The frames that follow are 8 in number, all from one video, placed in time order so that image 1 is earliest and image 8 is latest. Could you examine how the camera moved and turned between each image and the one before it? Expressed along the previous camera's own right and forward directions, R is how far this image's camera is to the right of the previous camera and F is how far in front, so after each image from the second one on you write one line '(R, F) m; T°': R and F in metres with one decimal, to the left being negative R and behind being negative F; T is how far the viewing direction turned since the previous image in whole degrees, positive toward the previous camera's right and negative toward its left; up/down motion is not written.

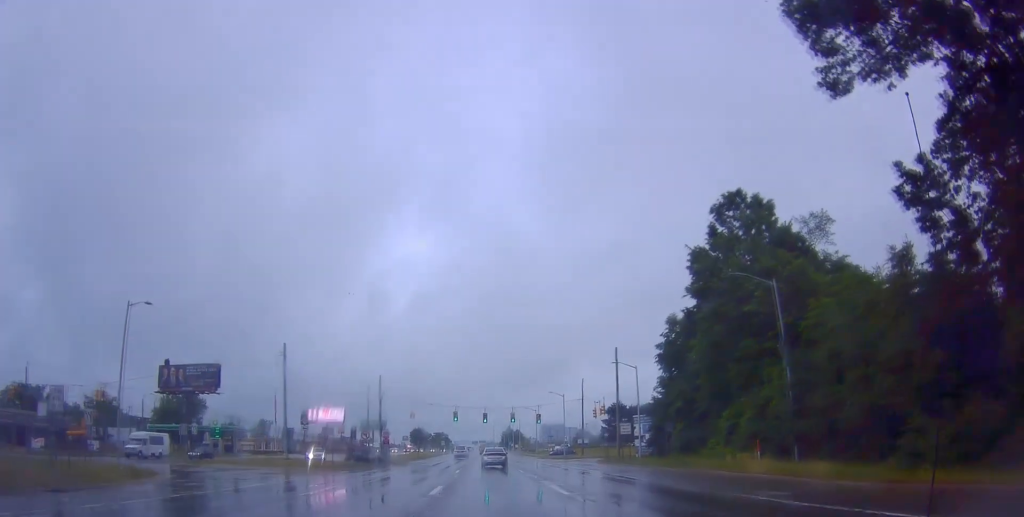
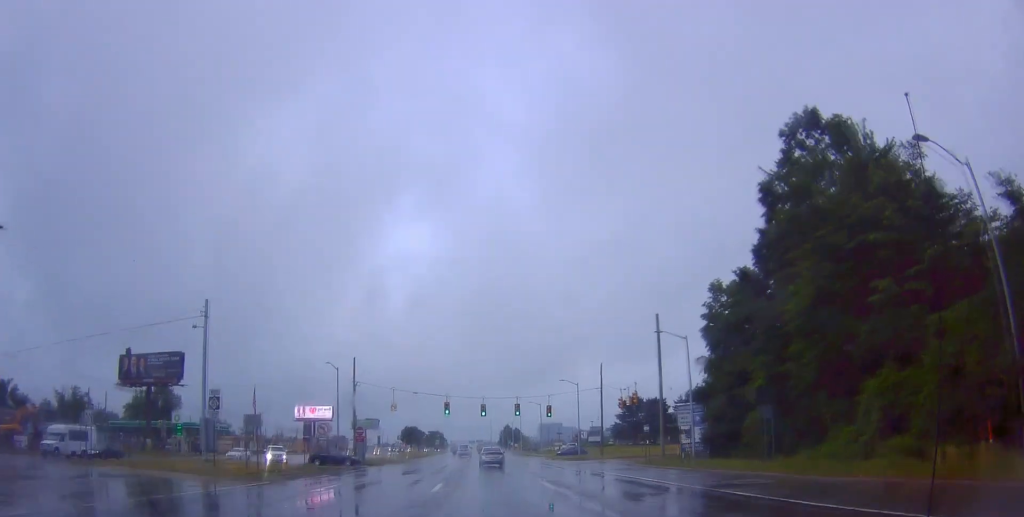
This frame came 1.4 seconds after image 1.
(+0.7, +12.9) m; +3°
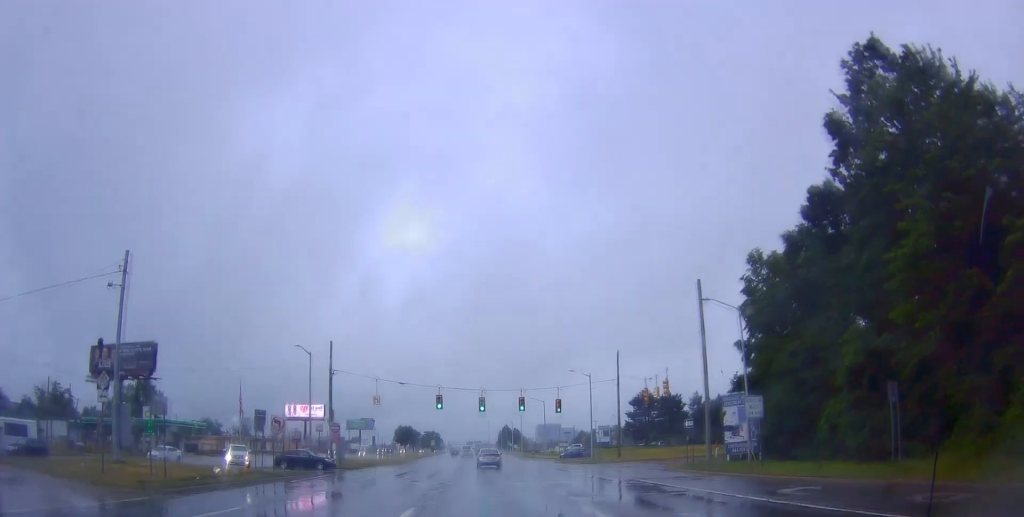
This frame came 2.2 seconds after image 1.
(0.0, +8.1) m; 0°
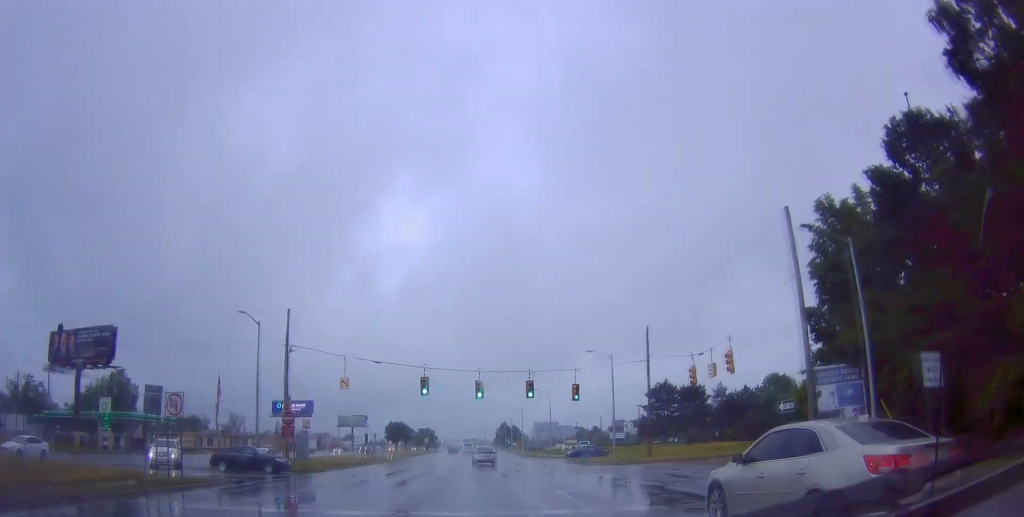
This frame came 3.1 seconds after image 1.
(0.0, +10.4) m; 0°
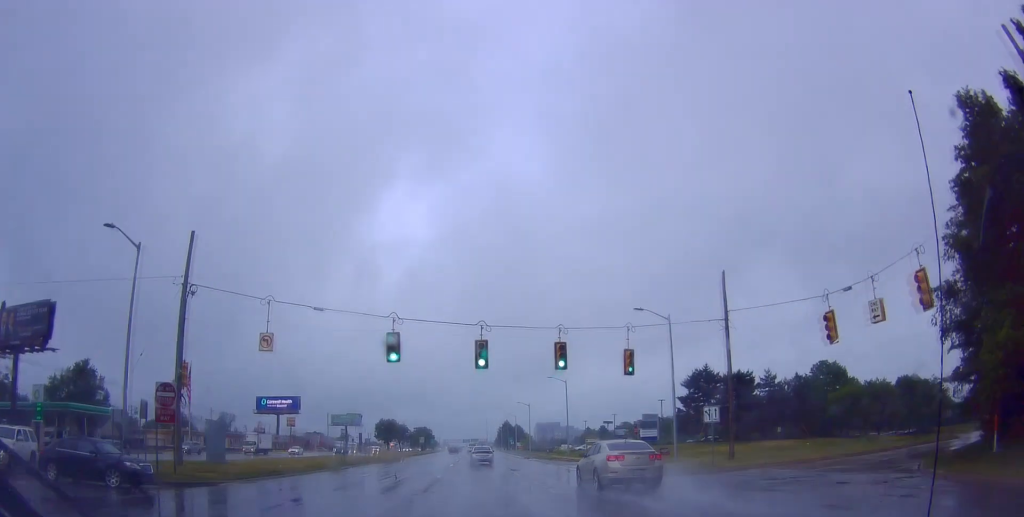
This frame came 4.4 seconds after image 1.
(0.0, +14.3) m; 0°
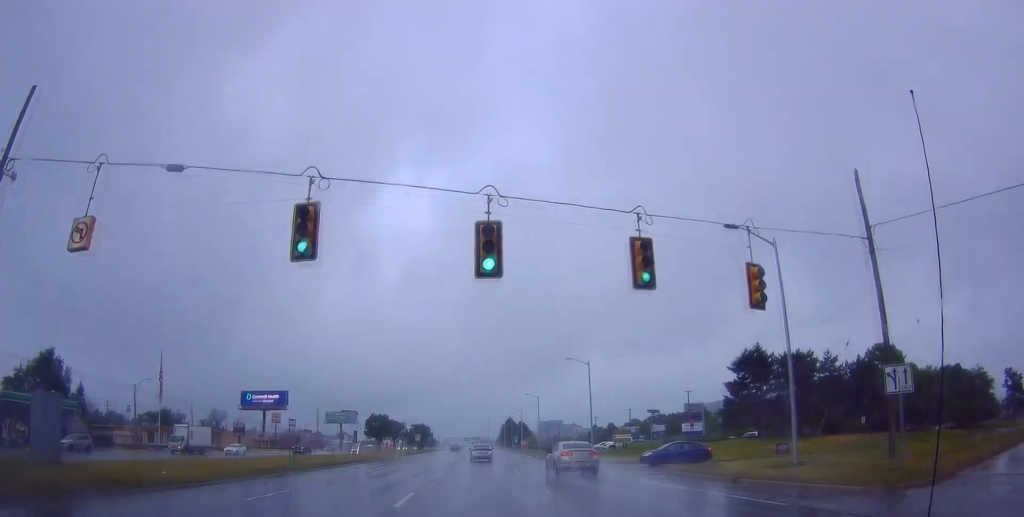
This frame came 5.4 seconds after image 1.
(0.0, +12.9) m; 0°
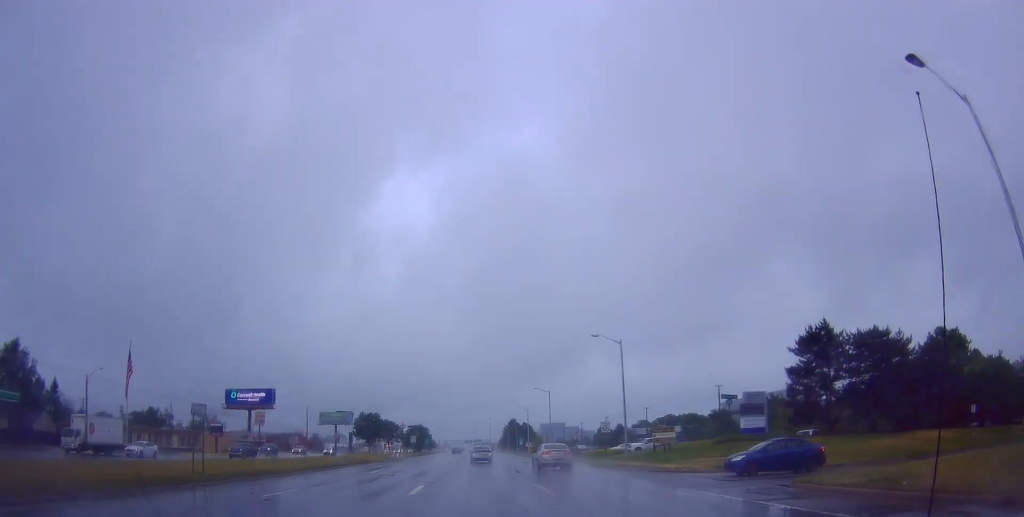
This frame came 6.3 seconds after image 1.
(0.0, +12.0) m; 0°
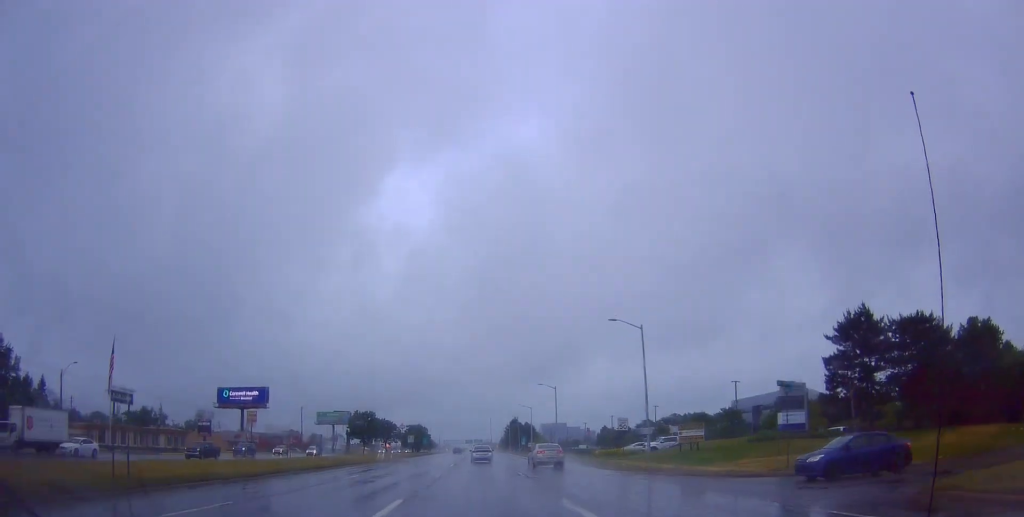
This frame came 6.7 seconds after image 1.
(0.0, +5.5) m; 0°
